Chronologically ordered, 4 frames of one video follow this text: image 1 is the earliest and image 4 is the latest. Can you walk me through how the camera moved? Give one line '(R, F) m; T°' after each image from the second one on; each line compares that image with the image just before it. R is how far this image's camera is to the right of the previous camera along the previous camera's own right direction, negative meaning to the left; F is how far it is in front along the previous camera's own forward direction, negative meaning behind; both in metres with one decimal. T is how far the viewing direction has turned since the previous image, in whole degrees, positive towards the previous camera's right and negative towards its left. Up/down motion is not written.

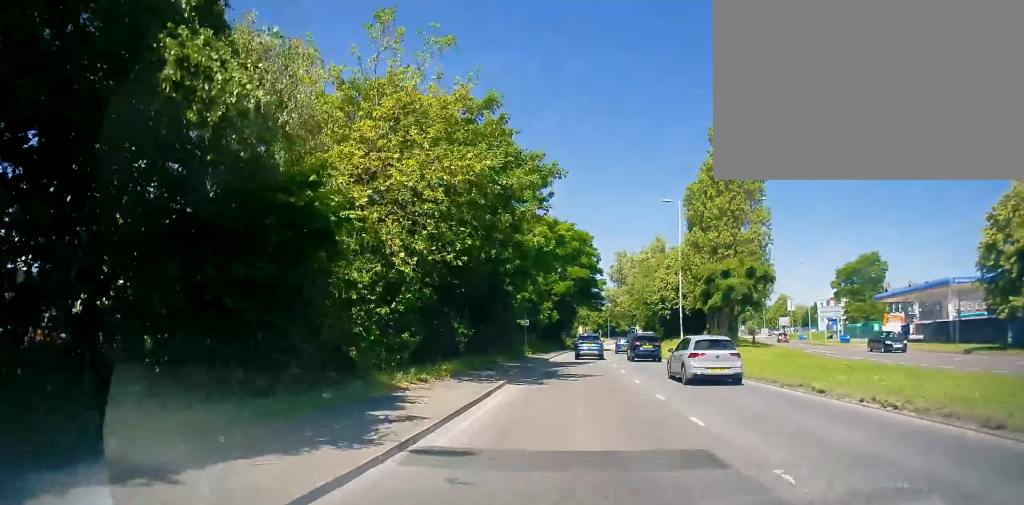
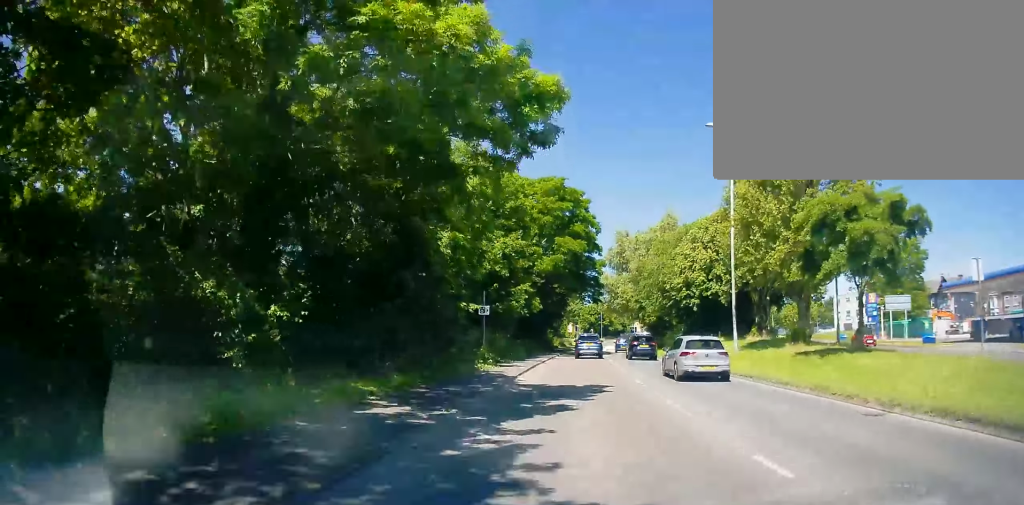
(-0.1, +18.0) m; 0°
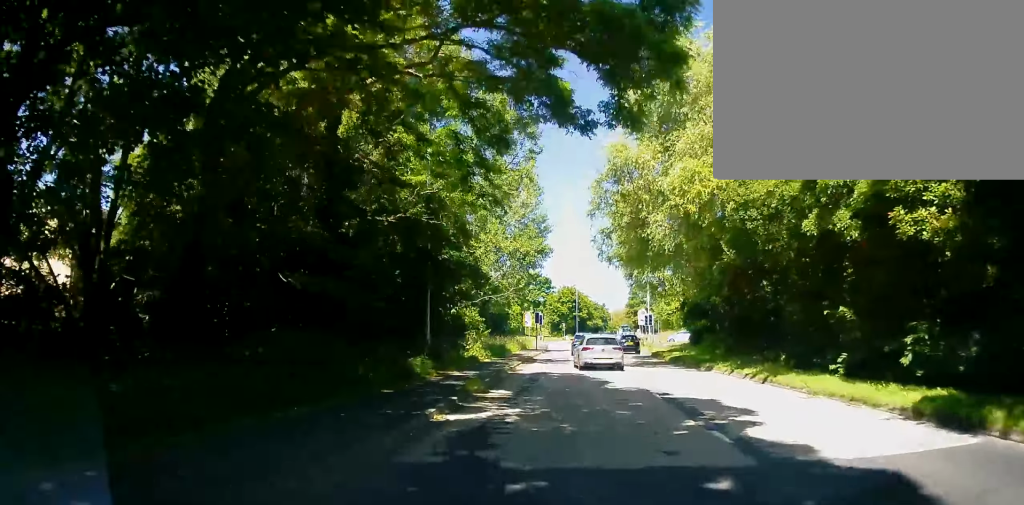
(+1.4, +50.9) m; +3°
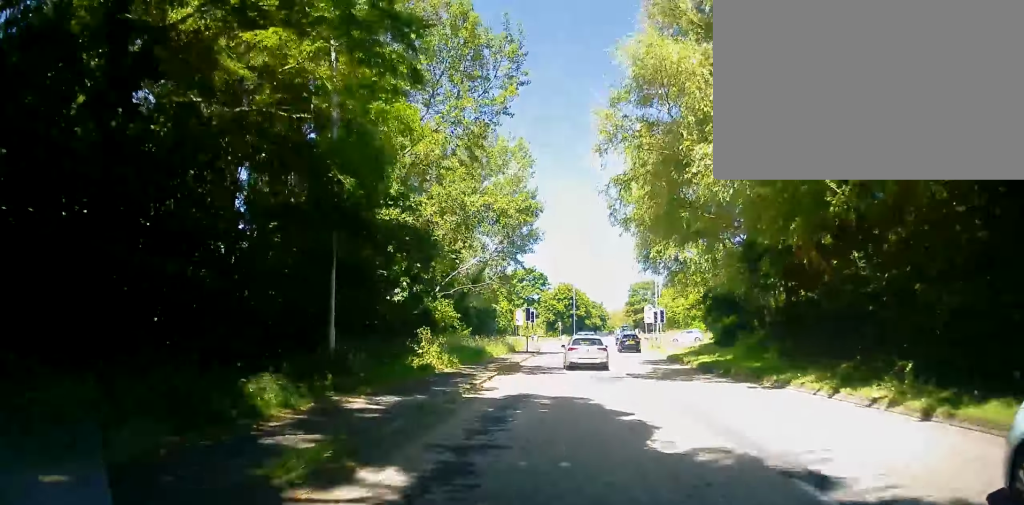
(+0.1, +8.8) m; 0°
